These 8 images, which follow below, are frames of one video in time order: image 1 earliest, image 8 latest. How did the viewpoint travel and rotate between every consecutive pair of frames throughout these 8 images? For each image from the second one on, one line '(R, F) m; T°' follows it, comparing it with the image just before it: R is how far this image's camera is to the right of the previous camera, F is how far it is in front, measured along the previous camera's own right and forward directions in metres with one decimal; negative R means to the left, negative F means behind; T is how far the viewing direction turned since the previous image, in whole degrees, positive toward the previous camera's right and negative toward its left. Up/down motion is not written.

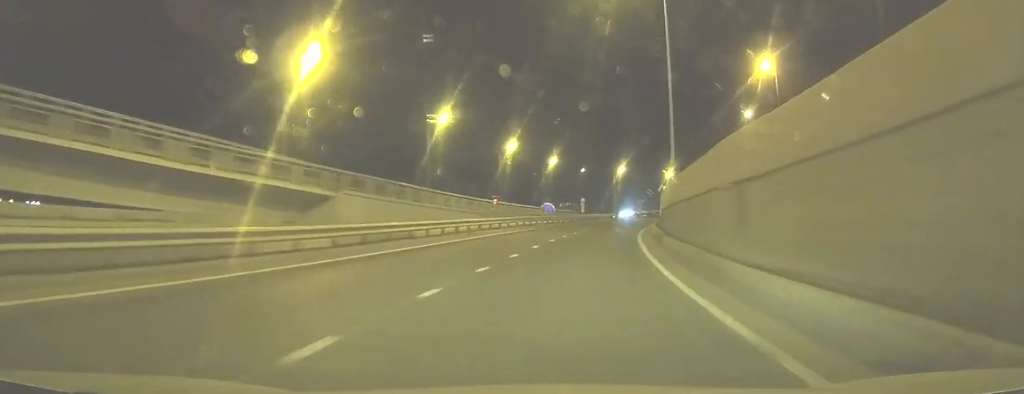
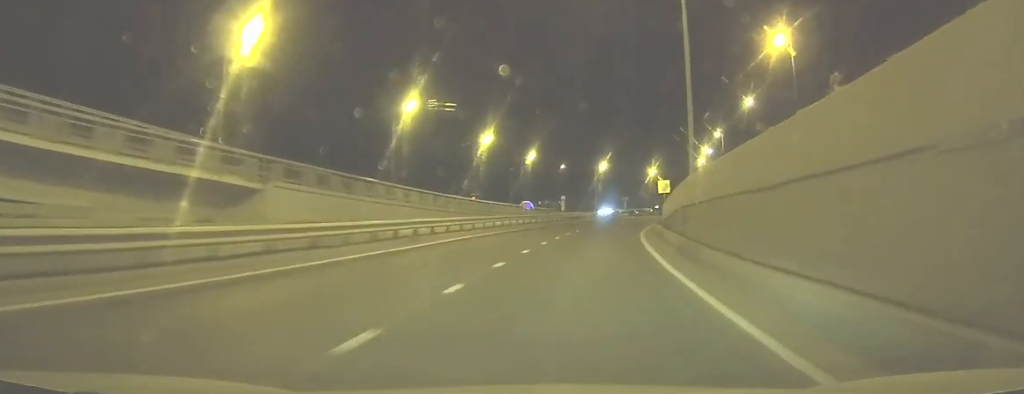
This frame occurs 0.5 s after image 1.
(+0.1, +6.5) m; +2°
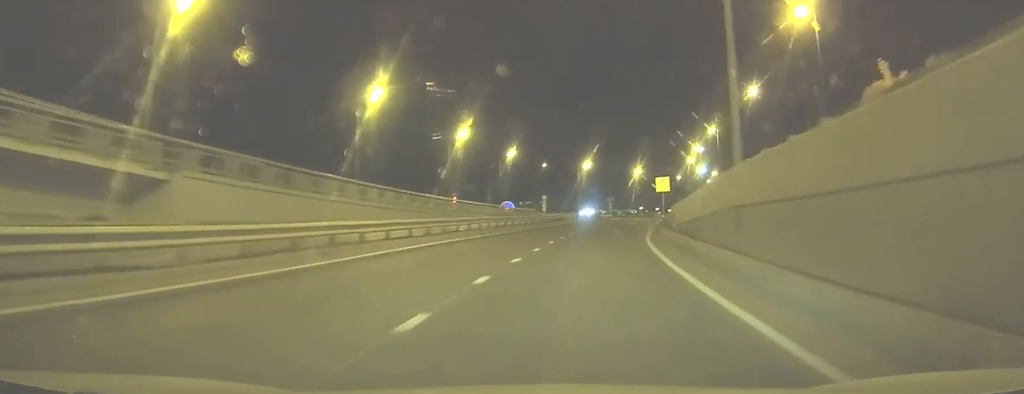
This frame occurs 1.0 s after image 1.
(0.0, +6.3) m; +3°
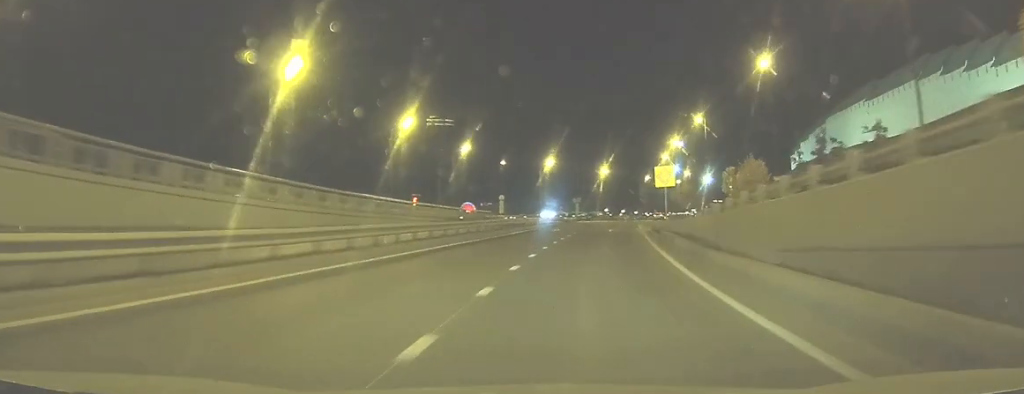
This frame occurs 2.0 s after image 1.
(+0.6, +12.2) m; +5°
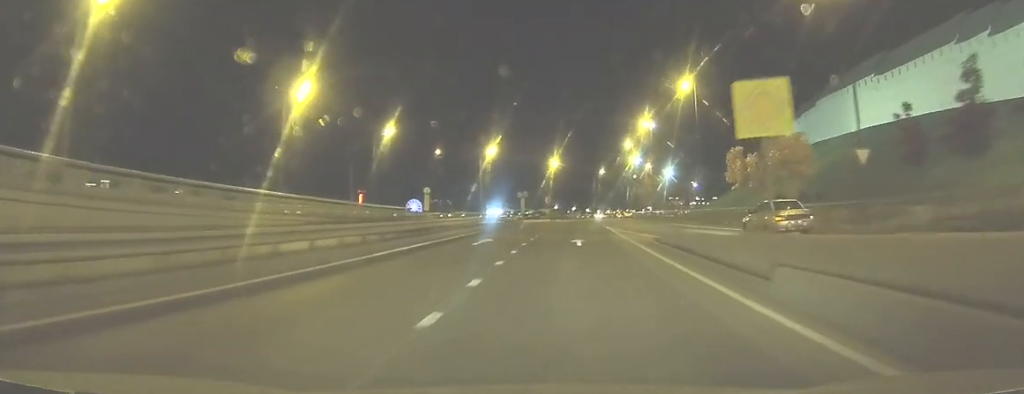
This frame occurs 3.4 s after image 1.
(+0.8, +18.8) m; +3°
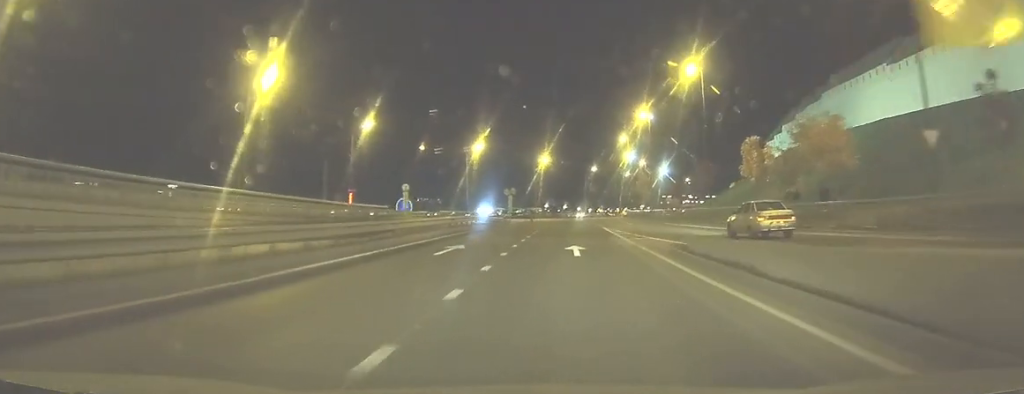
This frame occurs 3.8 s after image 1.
(0.0, +5.8) m; +1°
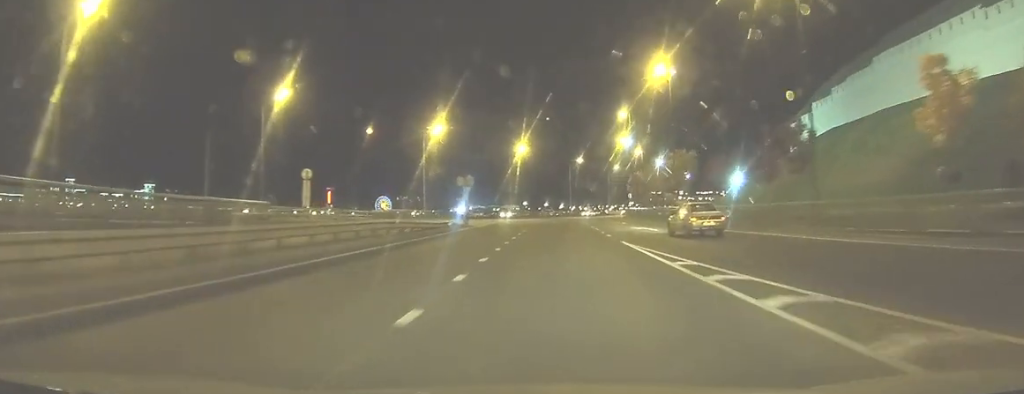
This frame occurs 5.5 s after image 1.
(+0.7, +20.9) m; +3°
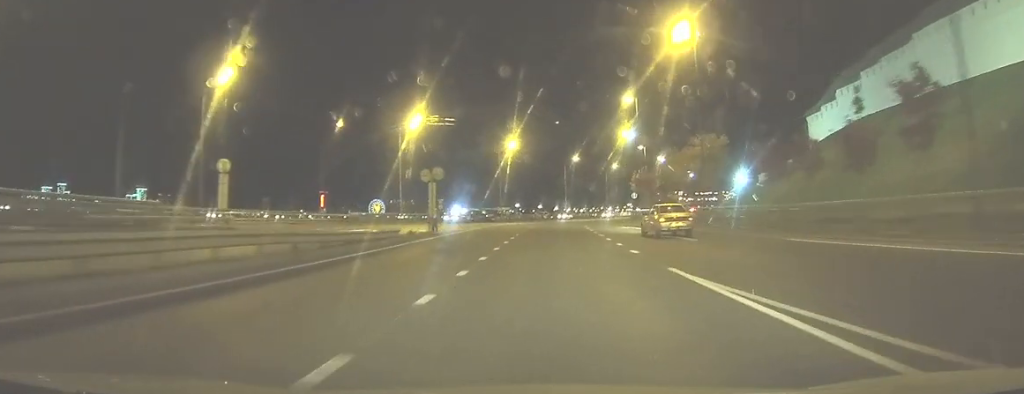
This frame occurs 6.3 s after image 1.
(0.0, +9.1) m; +1°
